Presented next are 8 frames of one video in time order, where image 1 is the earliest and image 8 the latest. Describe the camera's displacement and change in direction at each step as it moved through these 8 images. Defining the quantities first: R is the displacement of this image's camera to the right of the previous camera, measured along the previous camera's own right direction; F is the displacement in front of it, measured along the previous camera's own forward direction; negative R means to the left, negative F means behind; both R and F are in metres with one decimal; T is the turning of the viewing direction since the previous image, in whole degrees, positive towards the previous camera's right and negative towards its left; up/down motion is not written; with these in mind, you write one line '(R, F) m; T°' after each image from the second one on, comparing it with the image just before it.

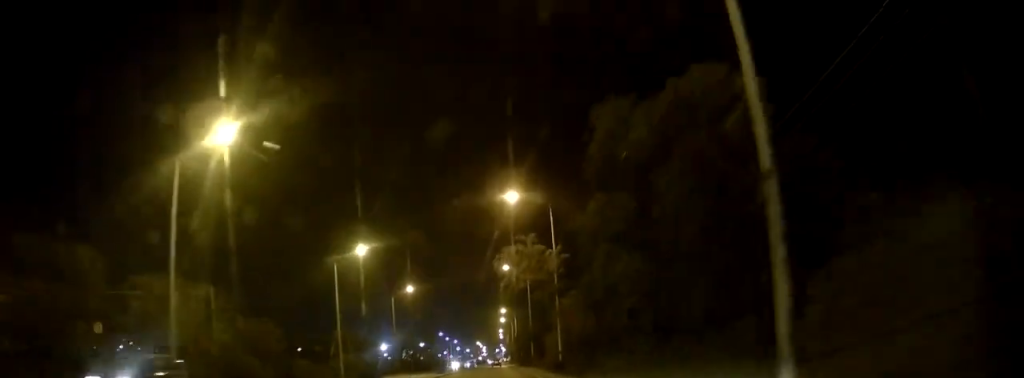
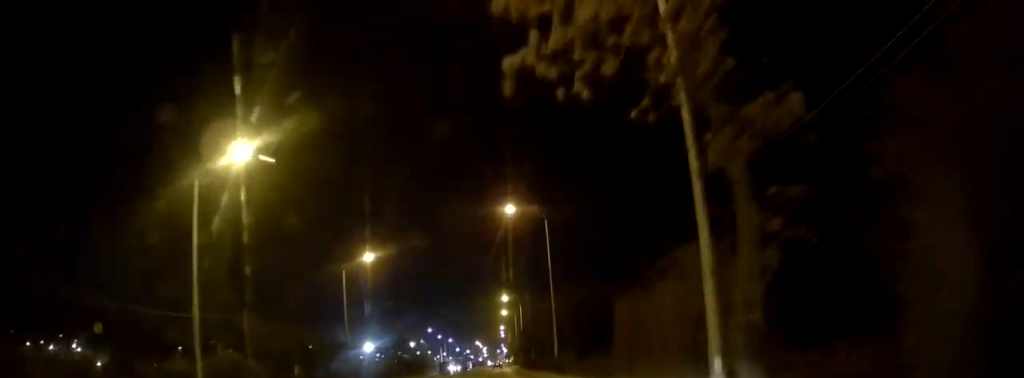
(-1.2, +28.8) m; -2°
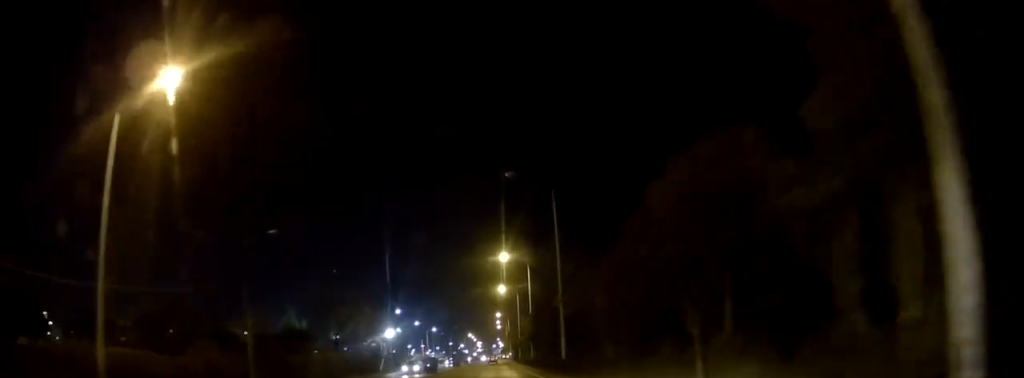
(+0.8, +38.7) m; +2°
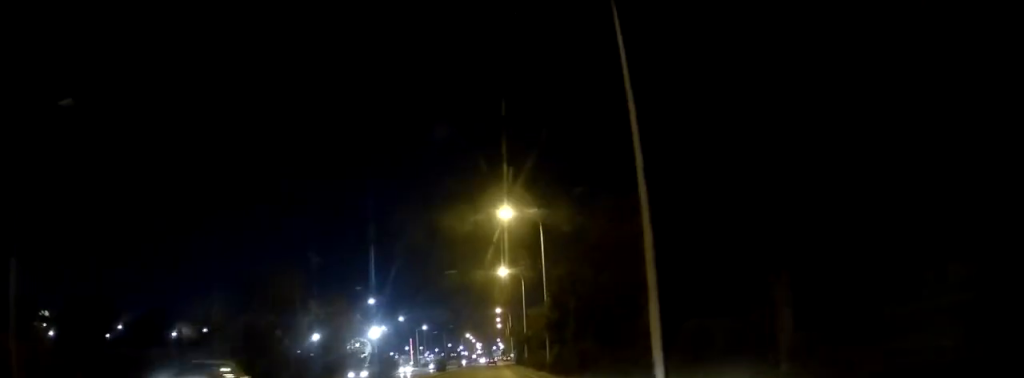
(-0.1, +20.9) m; -1°
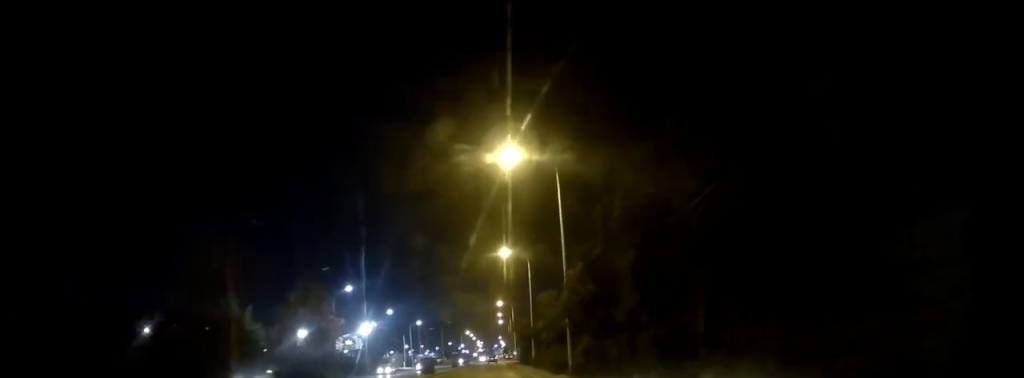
(-0.3, +12.6) m; 0°
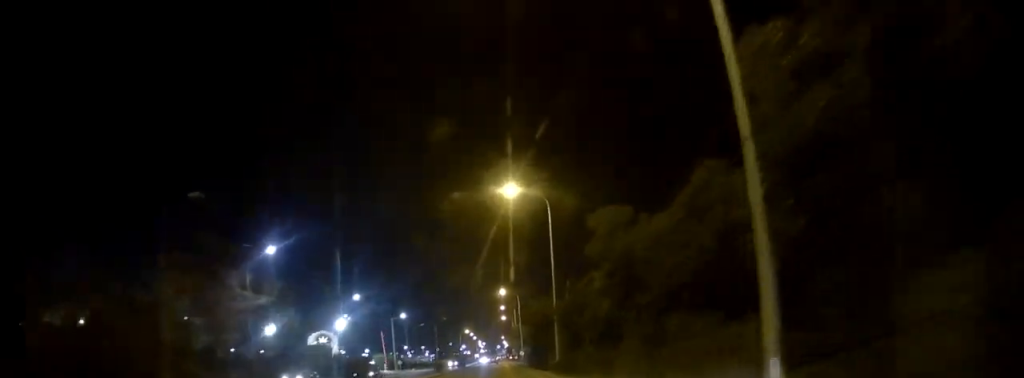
(+0.1, +24.0) m; +1°
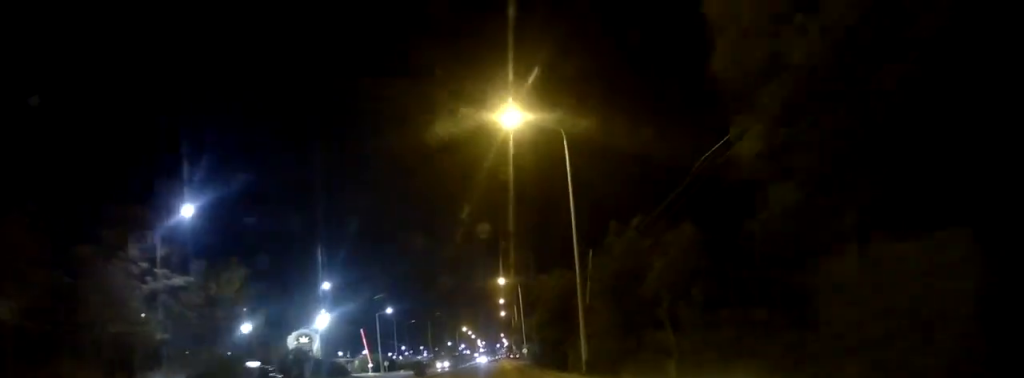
(0.0, +12.5) m; 0°
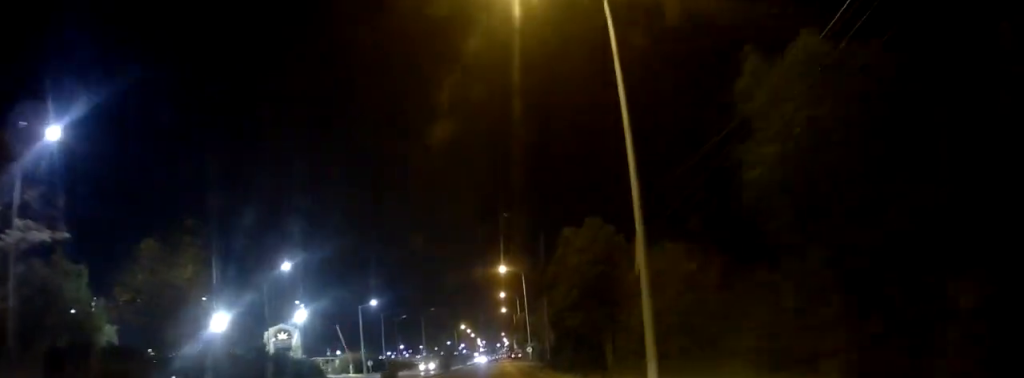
(0.0, +12.4) m; 0°
